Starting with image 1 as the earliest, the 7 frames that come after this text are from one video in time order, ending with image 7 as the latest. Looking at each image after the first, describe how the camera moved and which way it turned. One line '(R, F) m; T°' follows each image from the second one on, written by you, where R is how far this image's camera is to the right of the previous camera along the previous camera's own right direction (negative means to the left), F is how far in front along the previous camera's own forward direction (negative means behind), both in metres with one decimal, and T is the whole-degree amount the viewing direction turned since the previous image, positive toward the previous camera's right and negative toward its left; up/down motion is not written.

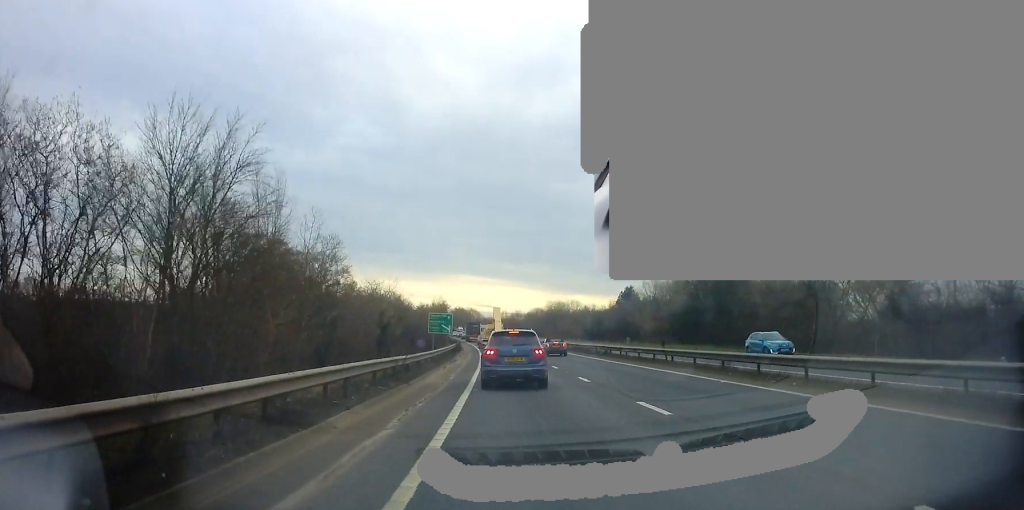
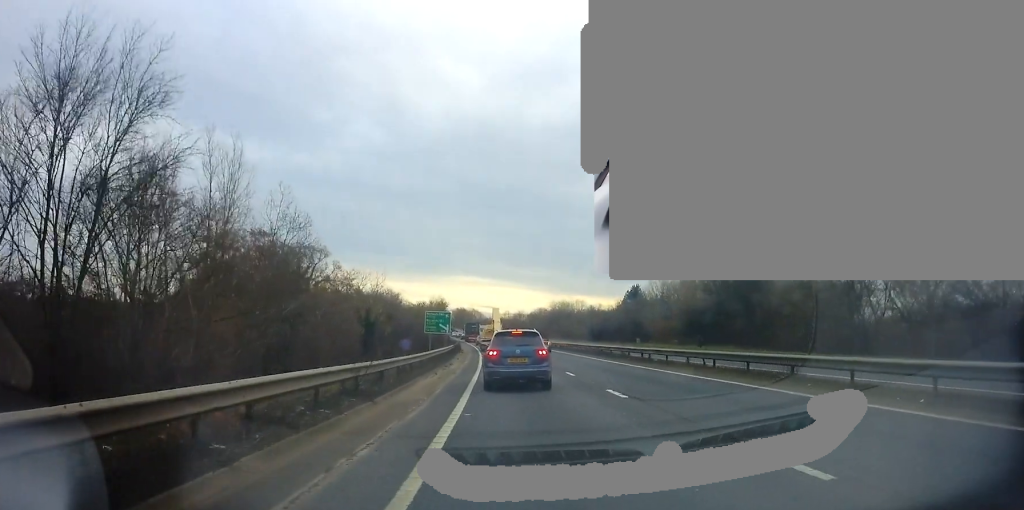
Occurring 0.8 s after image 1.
(0.0, +5.3) m; -1°
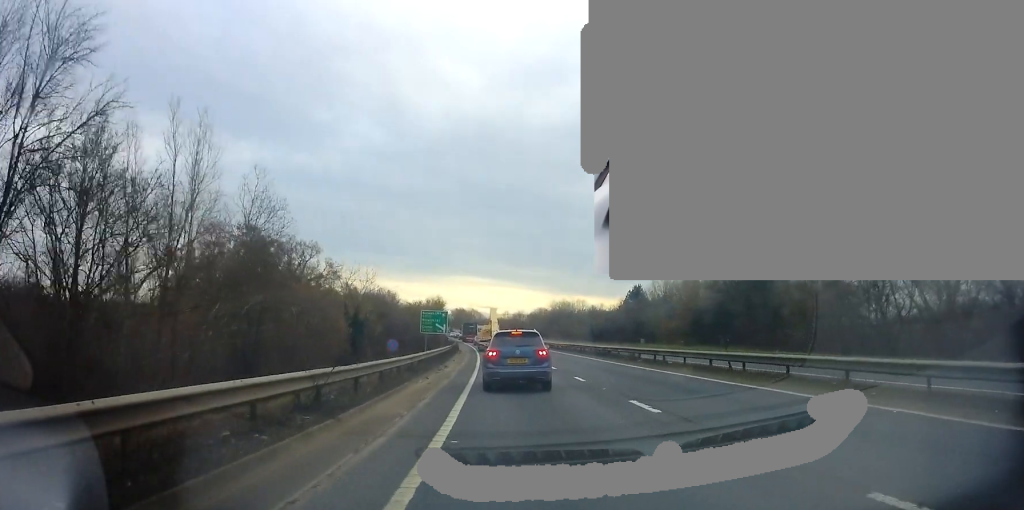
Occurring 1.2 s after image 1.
(0.0, +2.9) m; 0°
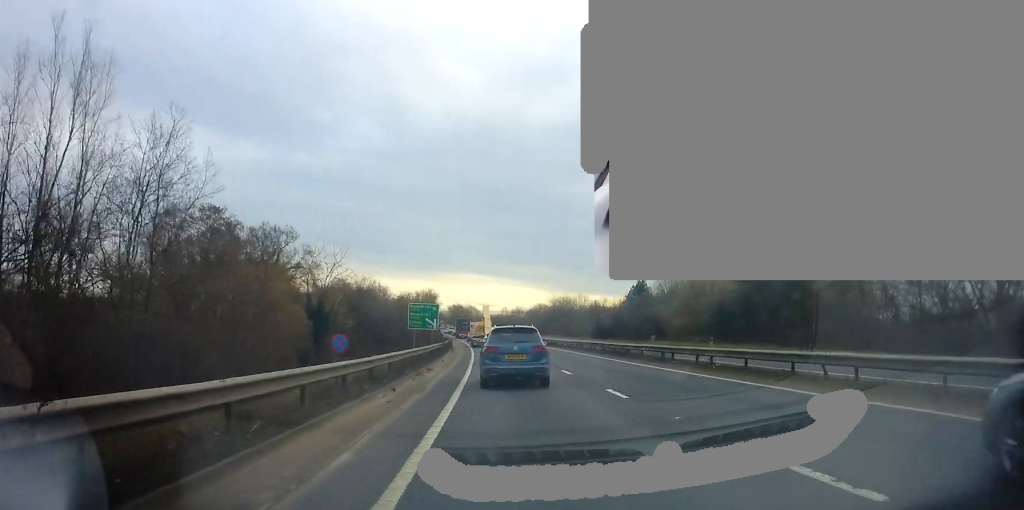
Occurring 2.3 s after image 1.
(0.0, +6.9) m; +2°
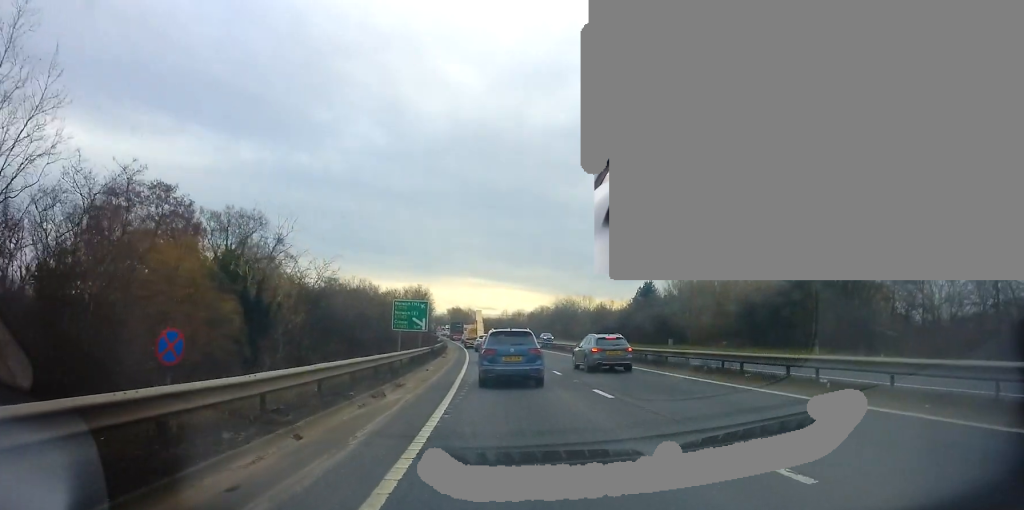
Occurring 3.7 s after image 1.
(-0.1, +7.8) m; -1°
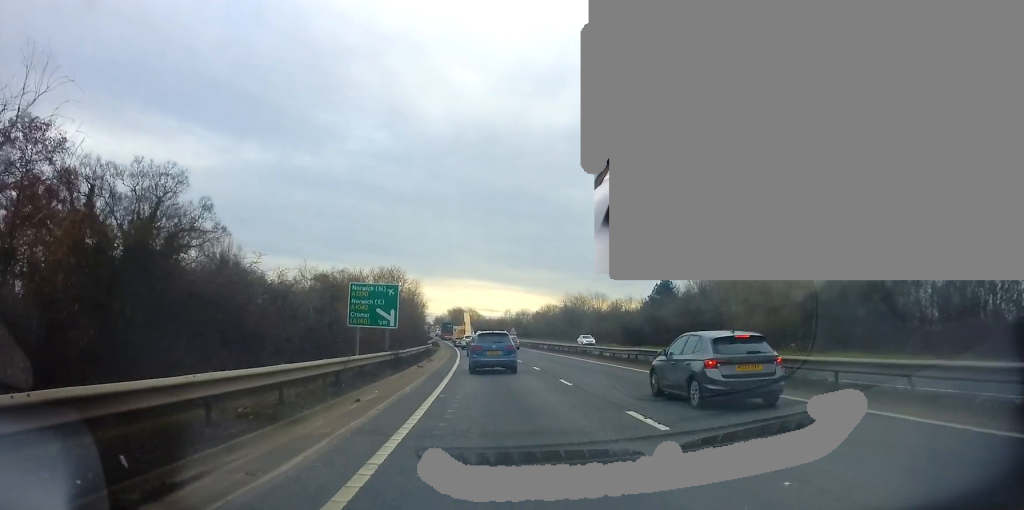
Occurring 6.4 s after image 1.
(-0.2, +13.9) m; -1°
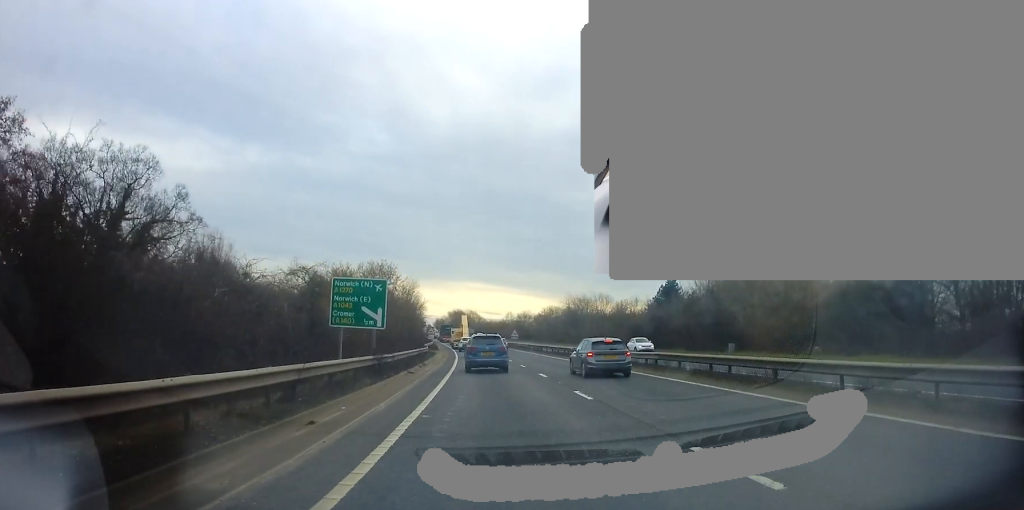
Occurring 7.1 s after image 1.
(+0.3, +3.6) m; +1°
